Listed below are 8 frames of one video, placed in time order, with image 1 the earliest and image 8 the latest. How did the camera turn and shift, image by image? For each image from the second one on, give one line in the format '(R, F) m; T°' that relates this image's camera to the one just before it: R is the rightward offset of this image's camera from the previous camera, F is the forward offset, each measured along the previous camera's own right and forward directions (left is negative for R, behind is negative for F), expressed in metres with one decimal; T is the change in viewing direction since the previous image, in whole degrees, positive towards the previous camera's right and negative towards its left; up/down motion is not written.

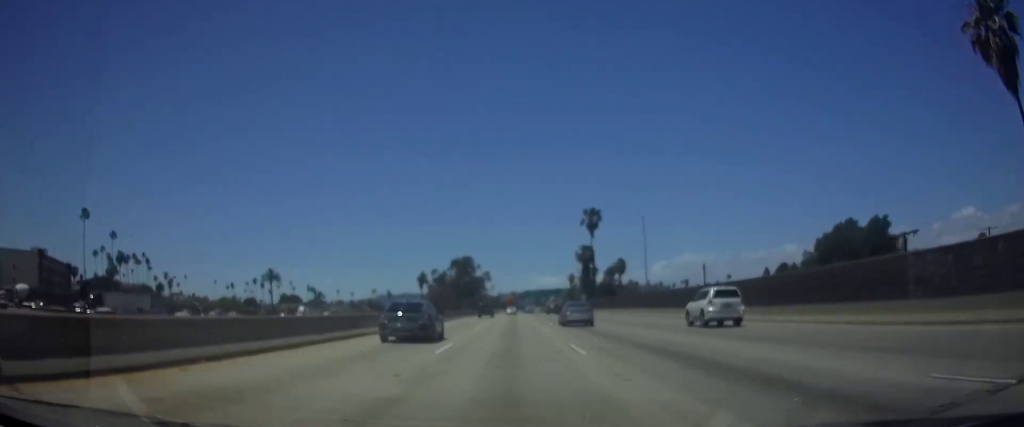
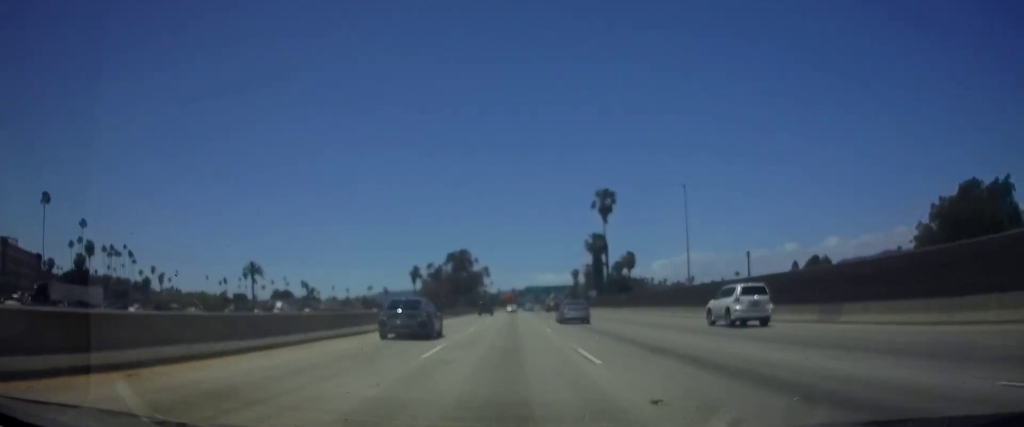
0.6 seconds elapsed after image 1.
(-0.1, +16.3) m; 0°
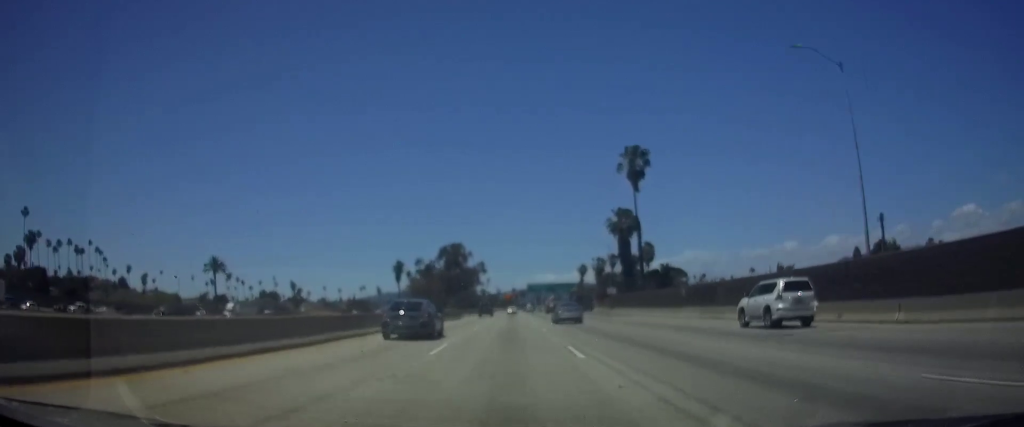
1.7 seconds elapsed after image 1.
(+0.2, +27.3) m; 0°
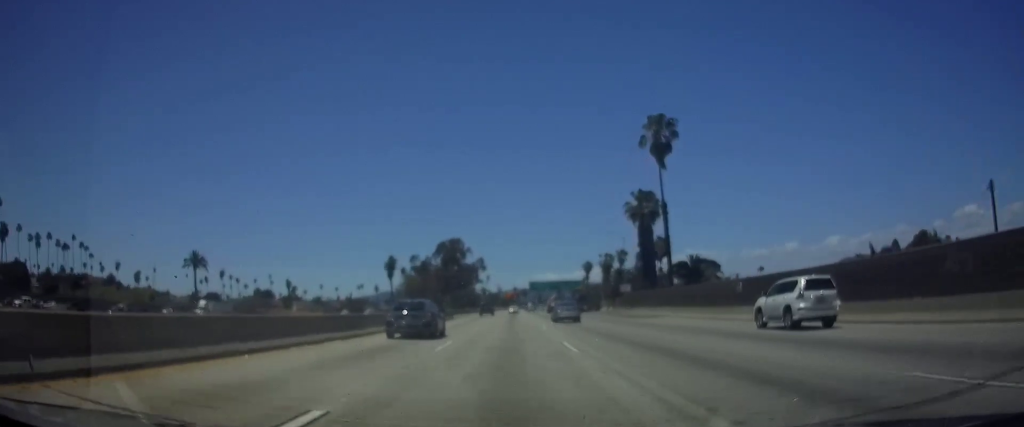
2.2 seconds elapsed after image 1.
(-0.1, +12.8) m; 0°
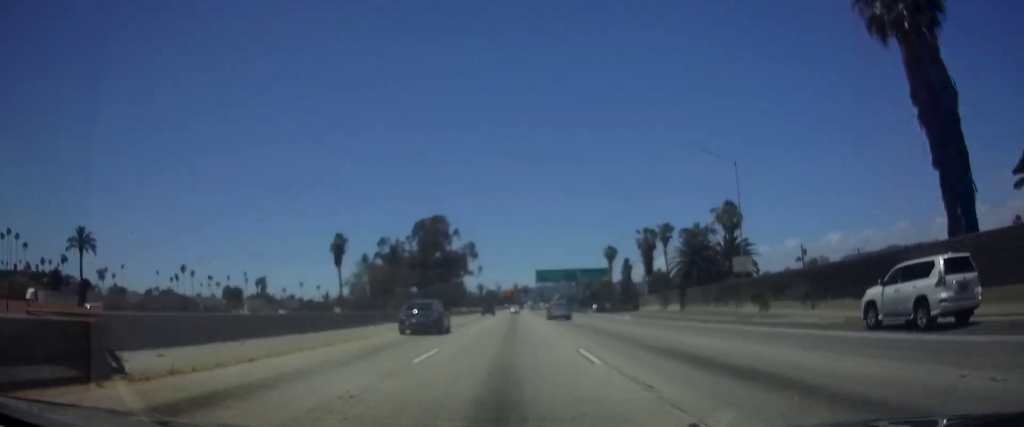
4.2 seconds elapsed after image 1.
(-0.1, +52.2) m; 0°
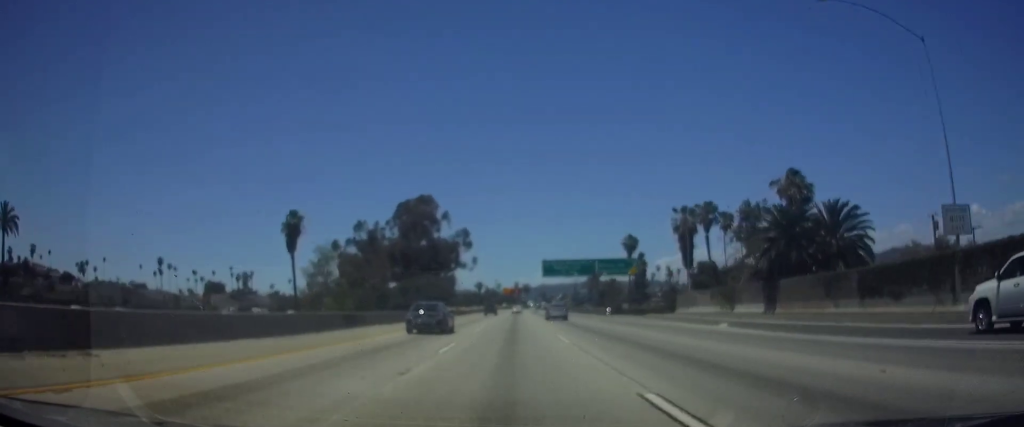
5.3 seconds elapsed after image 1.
(0.0, +26.8) m; 0°
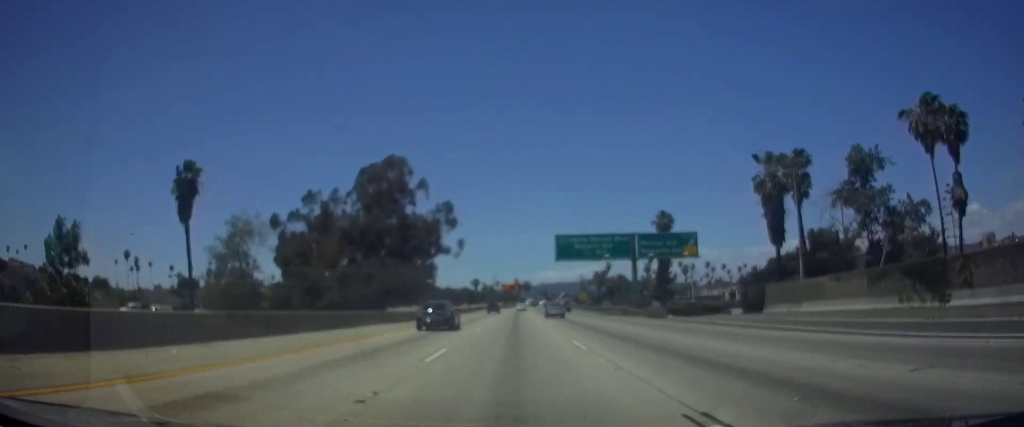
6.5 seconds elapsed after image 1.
(0.0, +33.0) m; 0°
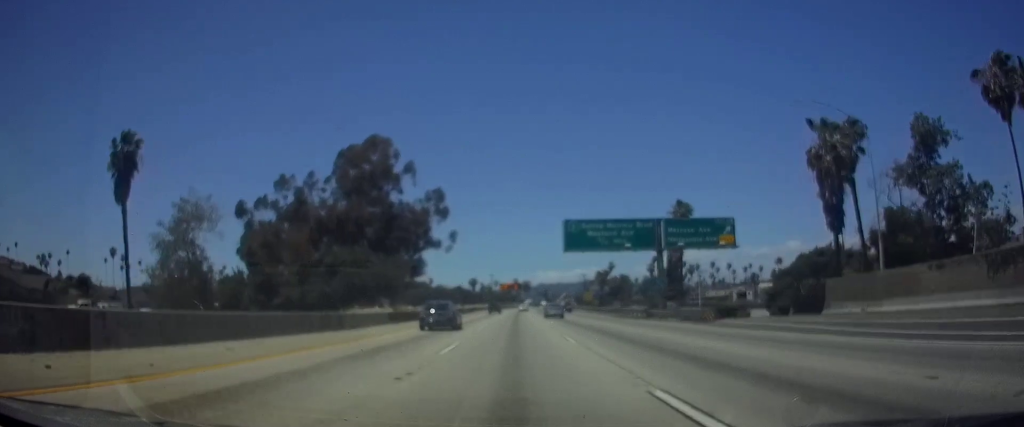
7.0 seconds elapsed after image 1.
(0.0, +12.3) m; 0°
